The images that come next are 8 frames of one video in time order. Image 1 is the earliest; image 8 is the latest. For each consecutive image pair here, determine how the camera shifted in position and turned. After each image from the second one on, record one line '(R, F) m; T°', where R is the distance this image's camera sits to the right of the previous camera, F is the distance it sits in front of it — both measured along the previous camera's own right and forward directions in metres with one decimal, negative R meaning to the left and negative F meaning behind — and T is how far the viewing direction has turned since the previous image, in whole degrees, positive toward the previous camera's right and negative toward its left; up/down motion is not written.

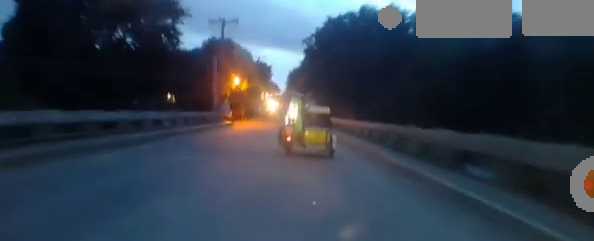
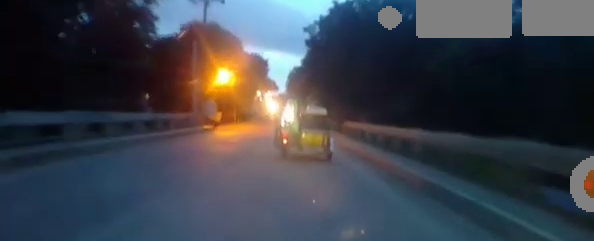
(-0.1, +6.8) m; +3°
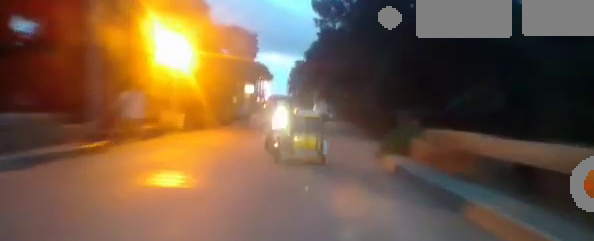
(+0.6, +12.7) m; 0°
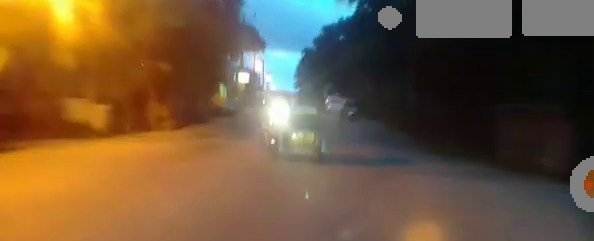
(-0.7, +10.2) m; -3°
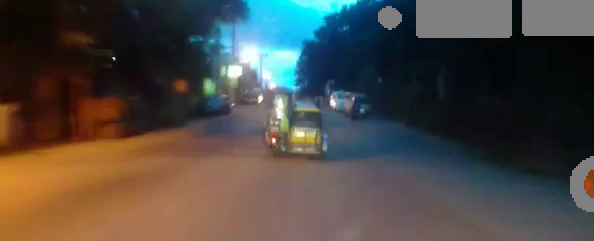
(-0.1, +4.7) m; +2°
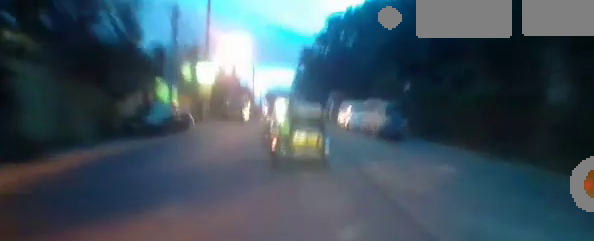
(+0.7, +9.1) m; +7°
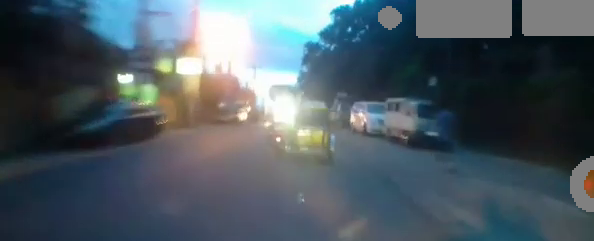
(+0.2, +3.7) m; -1°
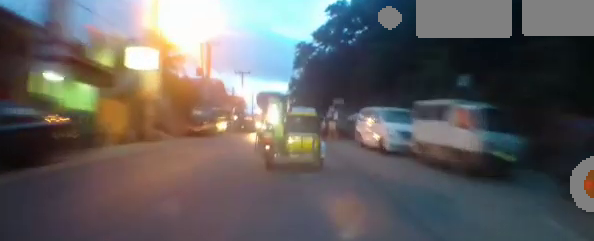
(+0.1, +4.5) m; -1°
